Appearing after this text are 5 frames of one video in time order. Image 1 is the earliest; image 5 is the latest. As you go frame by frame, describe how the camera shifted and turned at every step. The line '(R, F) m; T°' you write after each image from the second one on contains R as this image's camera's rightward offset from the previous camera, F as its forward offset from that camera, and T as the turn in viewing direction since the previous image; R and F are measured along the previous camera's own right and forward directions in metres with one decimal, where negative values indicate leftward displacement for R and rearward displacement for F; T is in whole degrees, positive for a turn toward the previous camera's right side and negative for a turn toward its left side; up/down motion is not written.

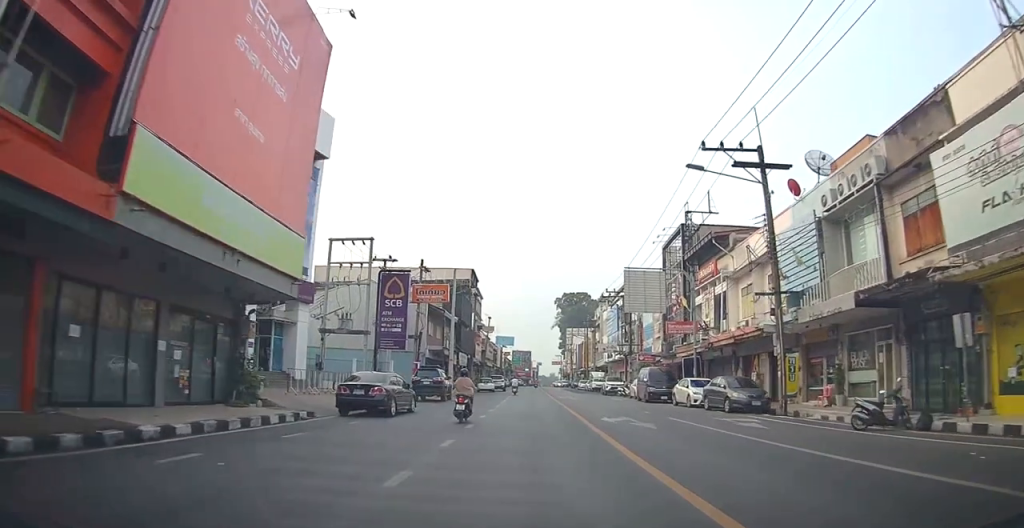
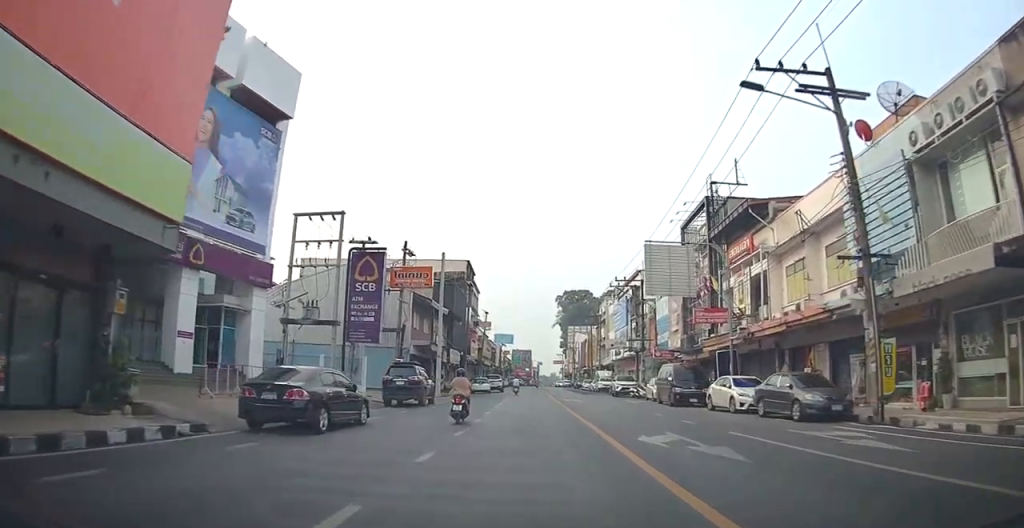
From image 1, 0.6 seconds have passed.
(+0.4, +5.6) m; +1°
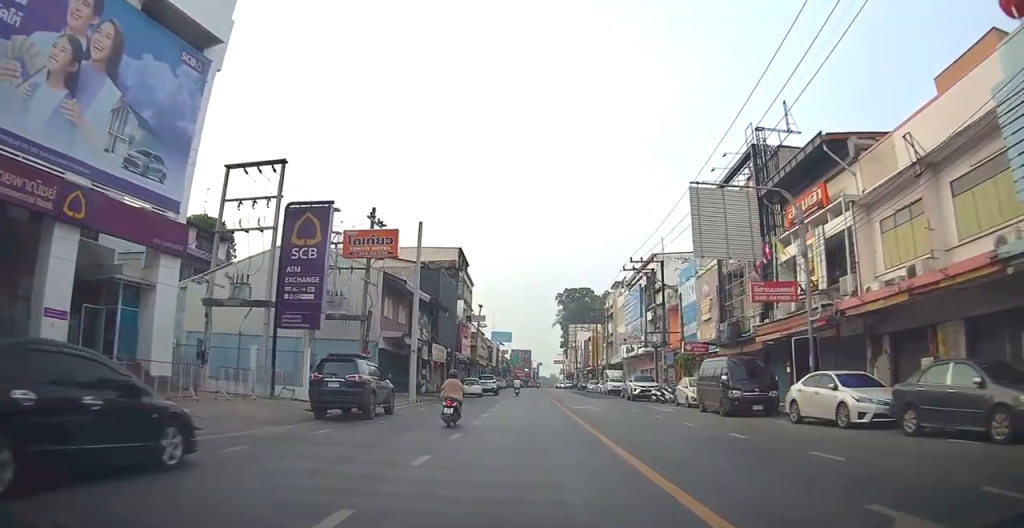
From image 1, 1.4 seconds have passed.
(+0.2, +7.4) m; -1°
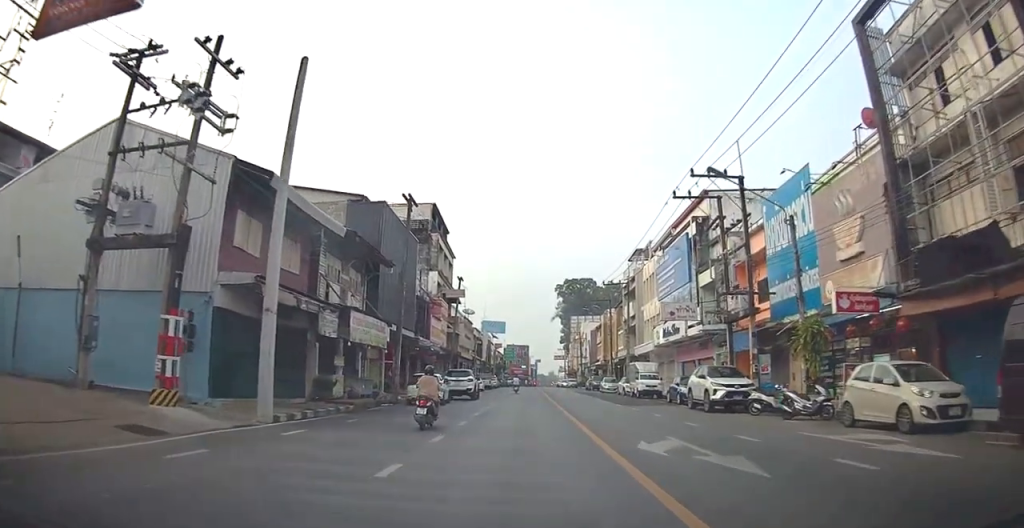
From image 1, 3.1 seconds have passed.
(-0.7, +16.1) m; +2°
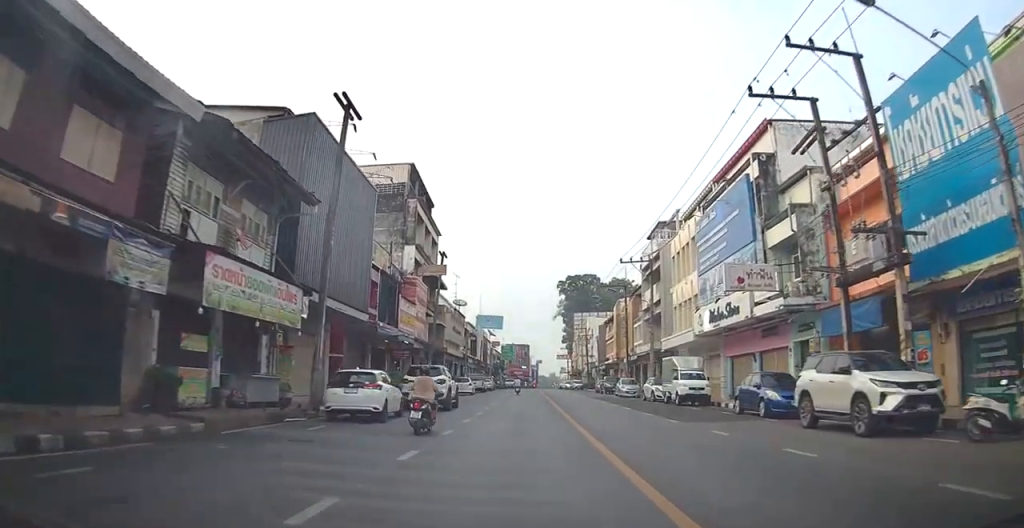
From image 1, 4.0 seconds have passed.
(+0.8, +10.1) m; -3°
